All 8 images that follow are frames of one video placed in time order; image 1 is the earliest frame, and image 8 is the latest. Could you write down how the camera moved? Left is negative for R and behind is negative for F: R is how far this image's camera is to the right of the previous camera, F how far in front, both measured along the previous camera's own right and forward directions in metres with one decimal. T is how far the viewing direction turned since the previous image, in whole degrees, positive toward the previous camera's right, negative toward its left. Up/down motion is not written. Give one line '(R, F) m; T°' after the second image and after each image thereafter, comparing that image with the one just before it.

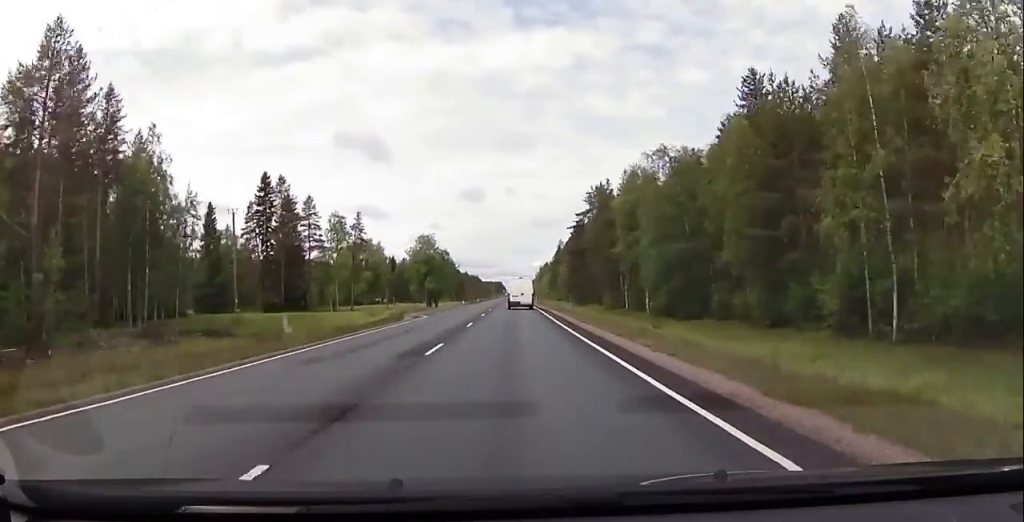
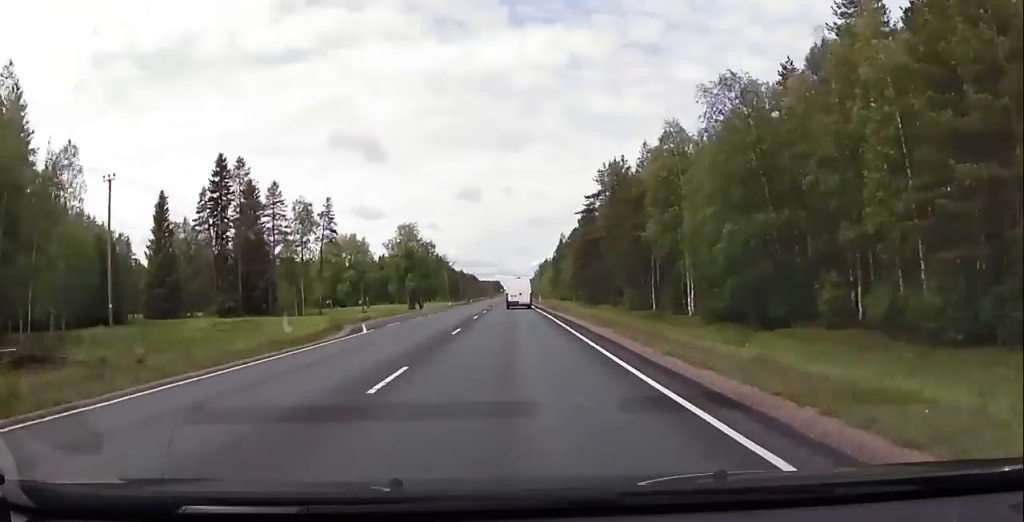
(+0.3, +17.4) m; +1°
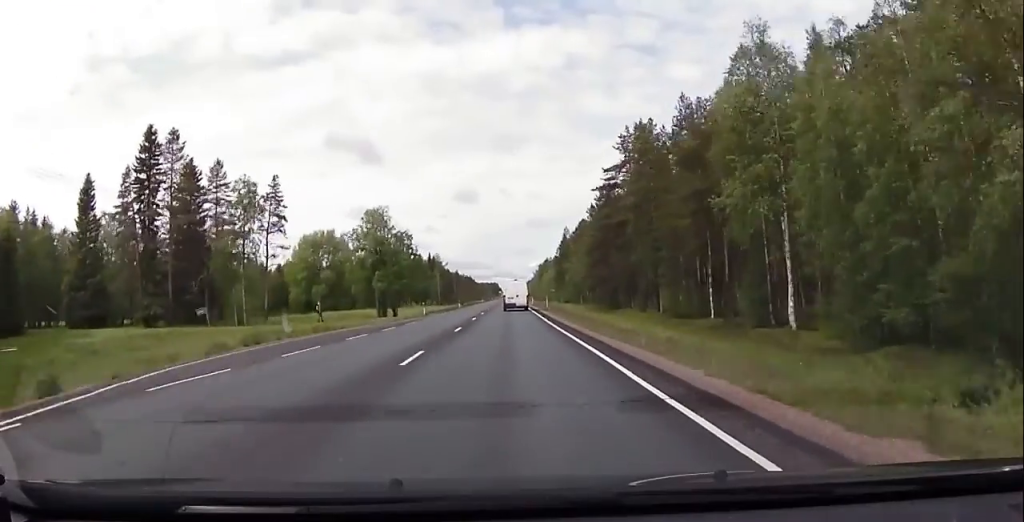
(0.0, +20.5) m; 0°
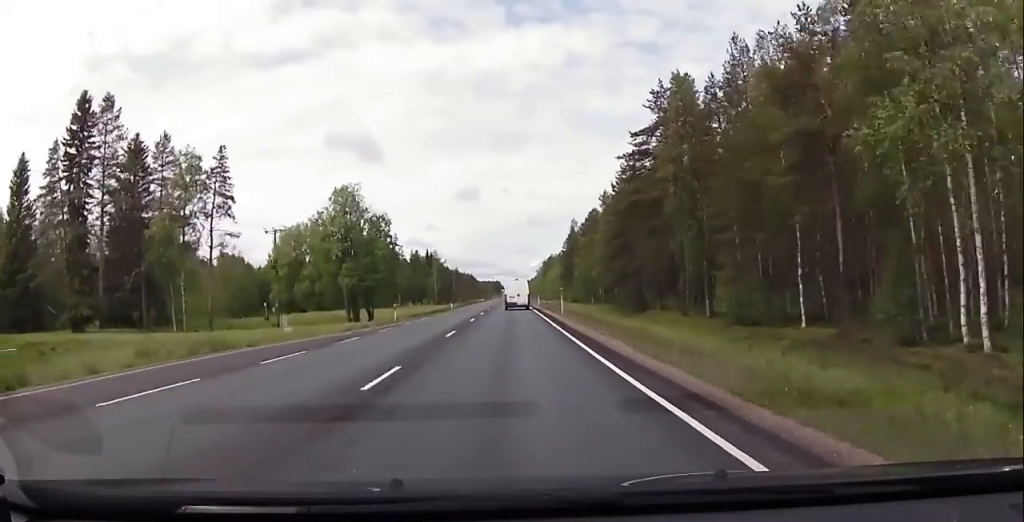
(0.0, +14.9) m; 0°
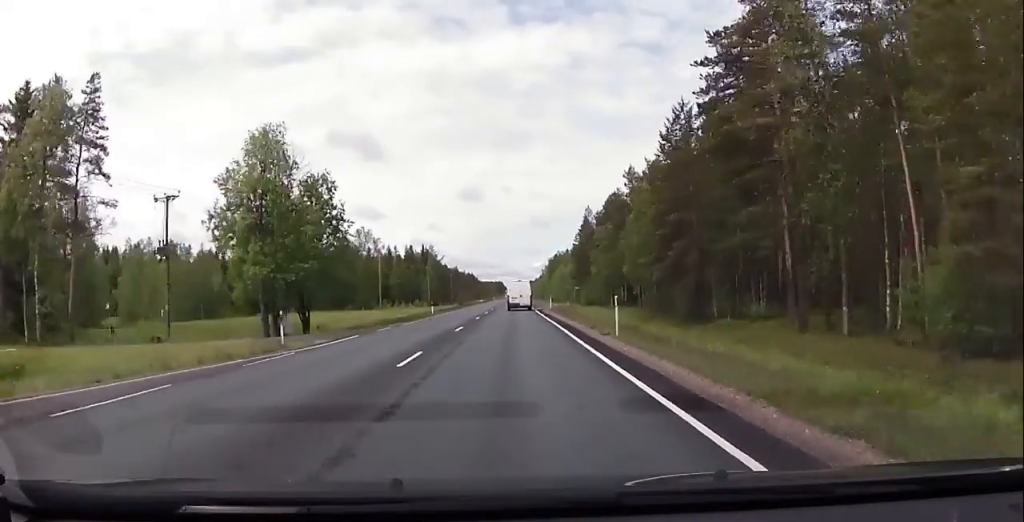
(0.0, +21.1) m; 0°
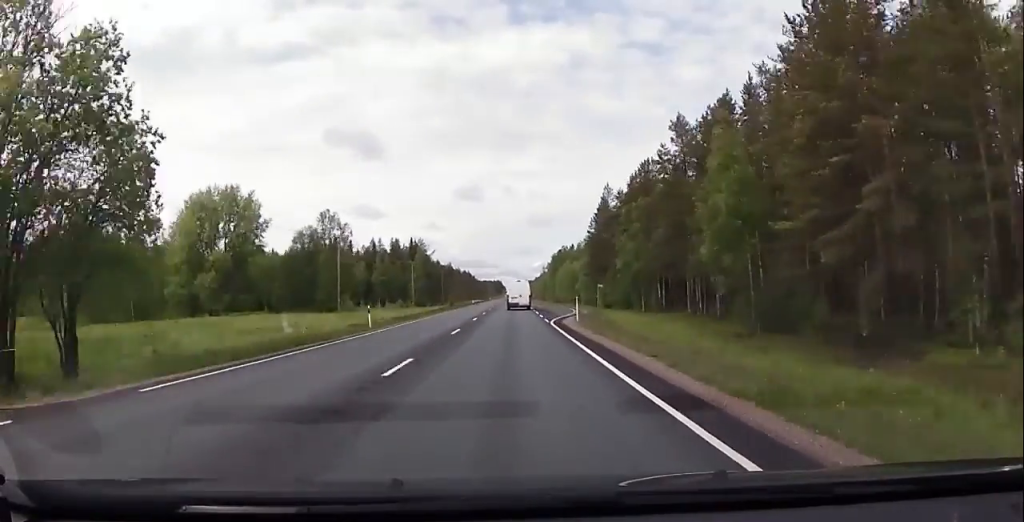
(0.0, +25.1) m; 0°
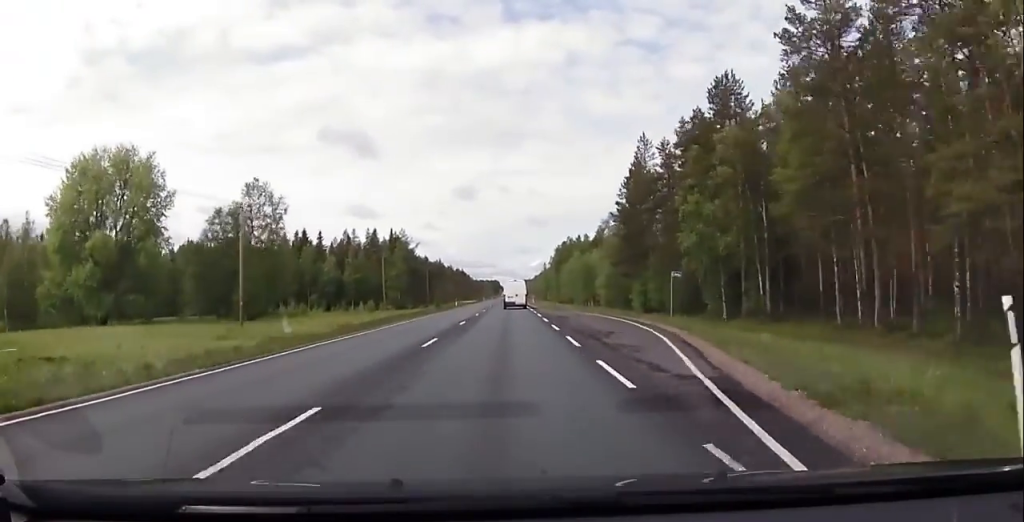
(0.0, +30.0) m; 0°
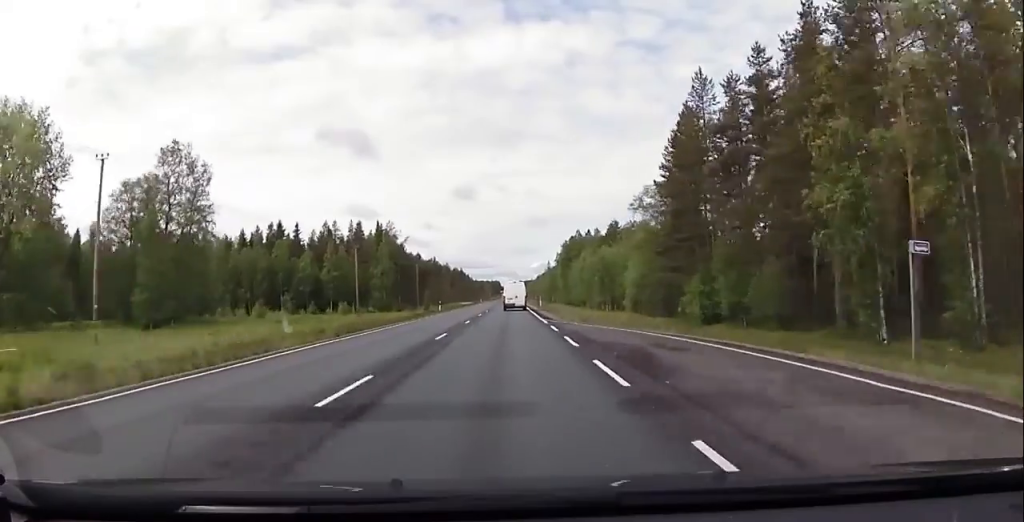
(0.0, +20.6) m; -1°
